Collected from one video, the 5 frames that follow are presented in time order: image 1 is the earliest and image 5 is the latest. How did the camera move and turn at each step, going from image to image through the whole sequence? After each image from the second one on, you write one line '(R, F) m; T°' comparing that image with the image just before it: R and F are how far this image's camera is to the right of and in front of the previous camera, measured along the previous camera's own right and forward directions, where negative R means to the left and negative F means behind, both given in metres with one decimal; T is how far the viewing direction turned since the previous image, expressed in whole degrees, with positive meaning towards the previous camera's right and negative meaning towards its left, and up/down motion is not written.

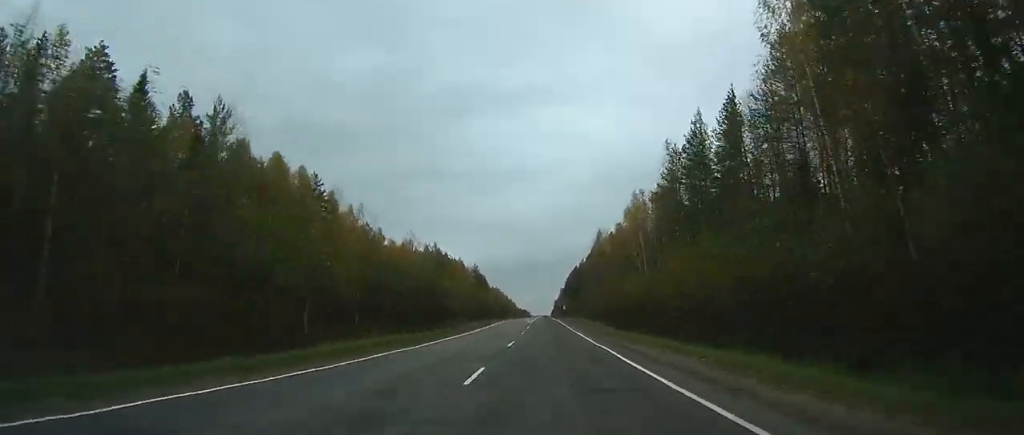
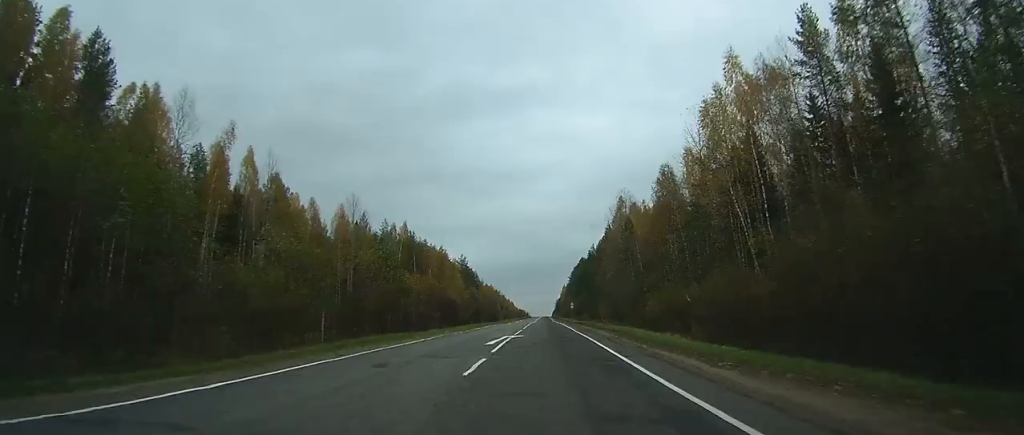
(0.0, +46.7) m; 0°
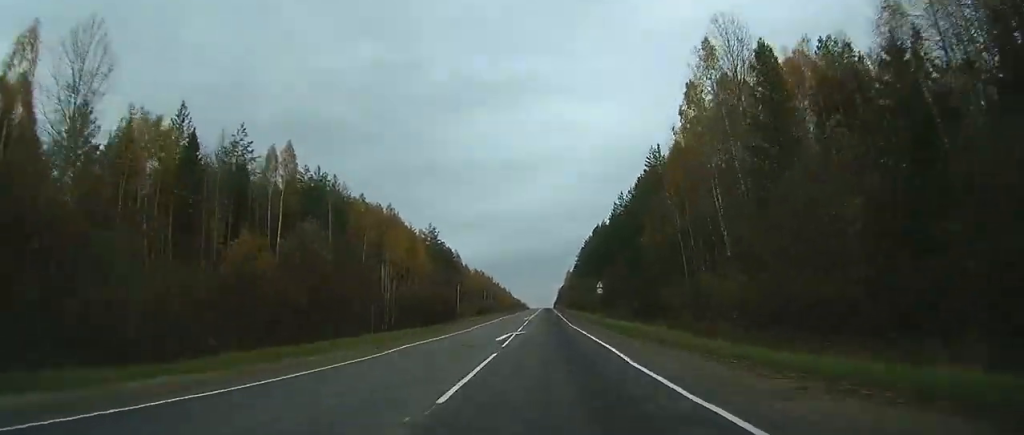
(-0.2, +65.9) m; -1°
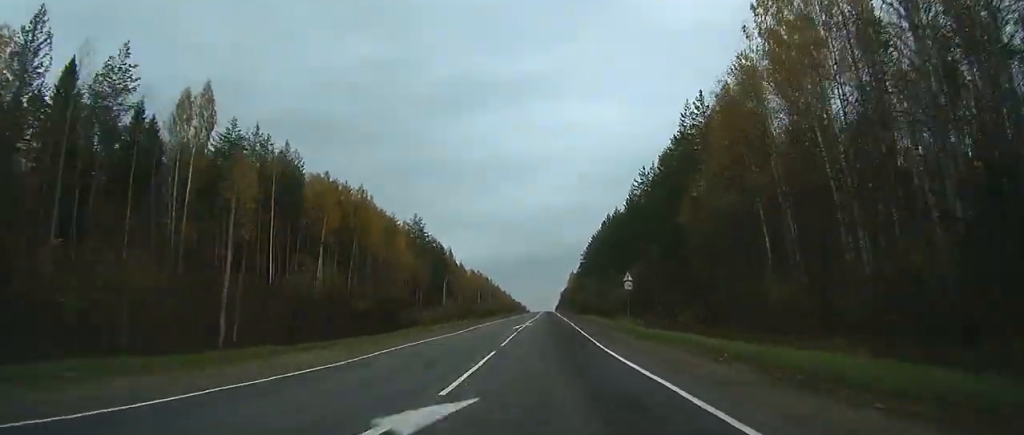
(-0.1, +22.3) m; 0°
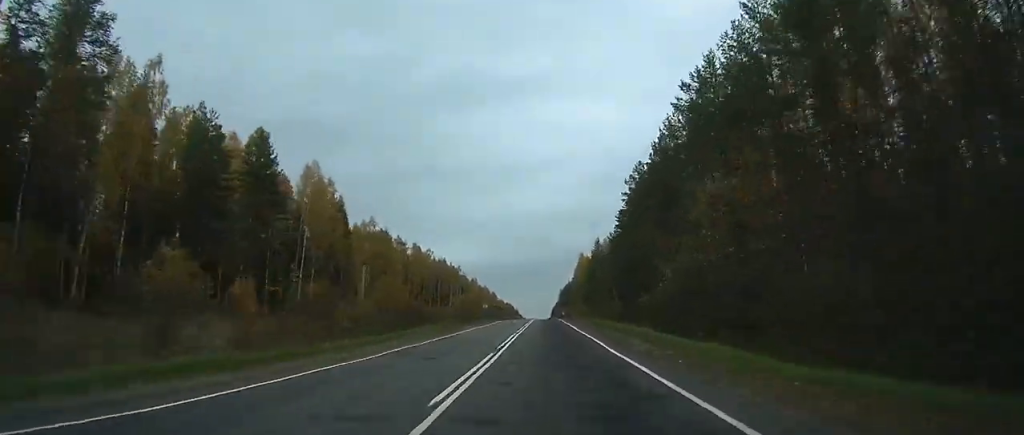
(-0.1, +122.4) m; 0°
